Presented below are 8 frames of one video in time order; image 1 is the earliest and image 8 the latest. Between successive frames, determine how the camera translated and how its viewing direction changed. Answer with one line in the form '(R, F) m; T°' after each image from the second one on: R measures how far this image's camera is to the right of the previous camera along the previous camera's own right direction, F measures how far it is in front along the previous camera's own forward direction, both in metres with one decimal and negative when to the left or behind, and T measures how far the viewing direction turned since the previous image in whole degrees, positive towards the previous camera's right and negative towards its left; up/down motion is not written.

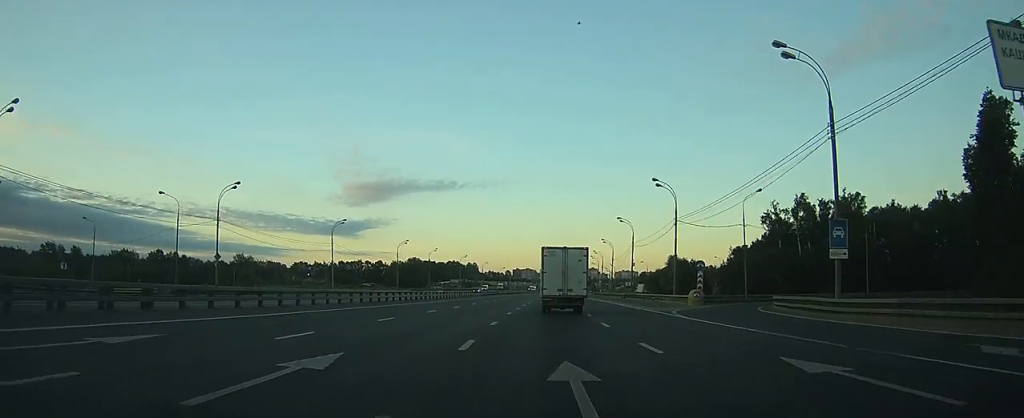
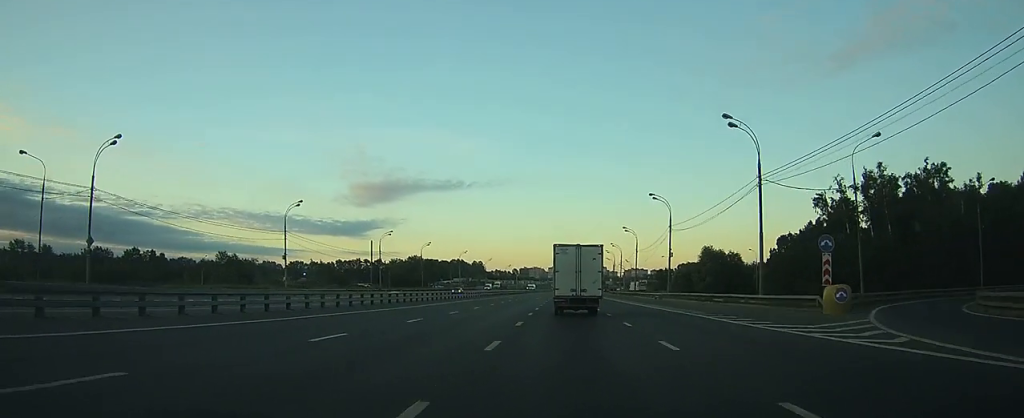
(0.0, +23.2) m; -1°
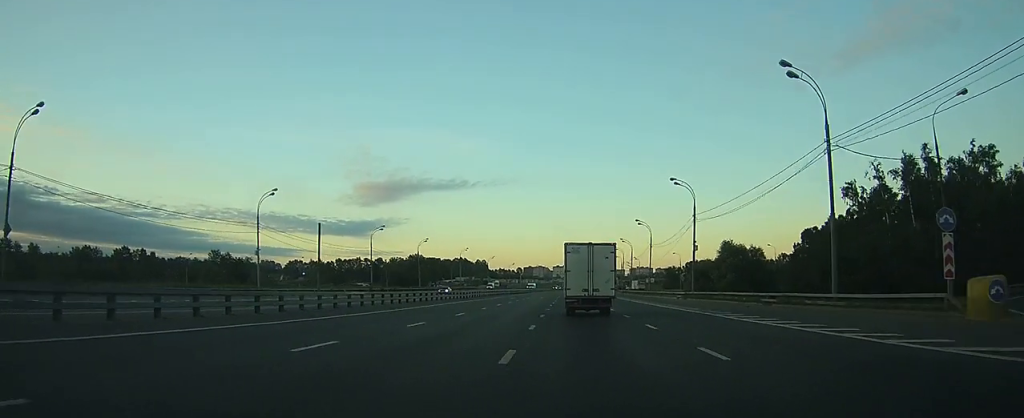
(-0.1, +9.9) m; -1°
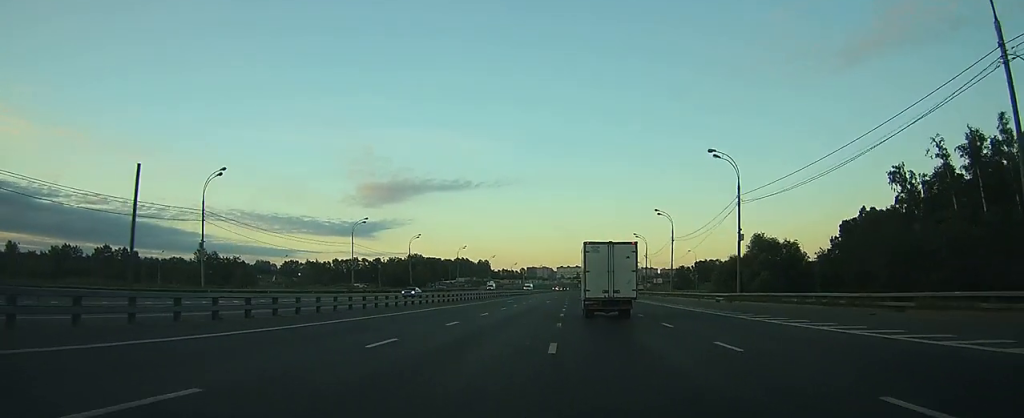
(-0.1, +14.0) m; -1°
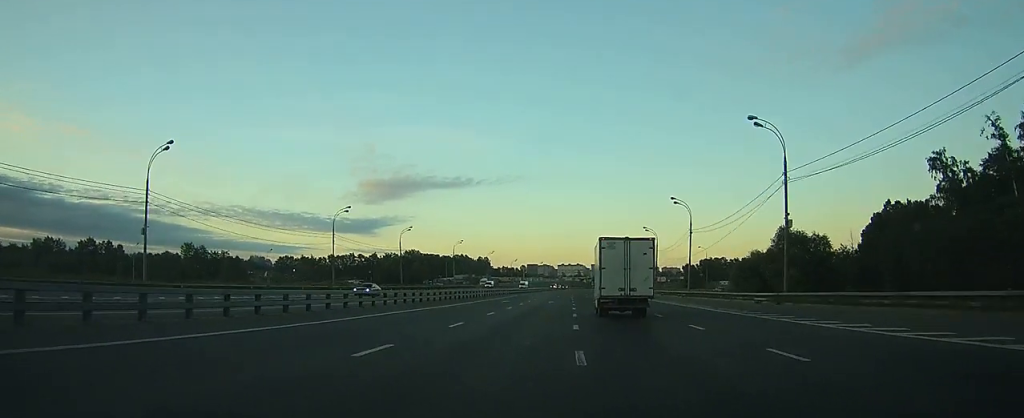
(-0.1, +10.2) m; 0°
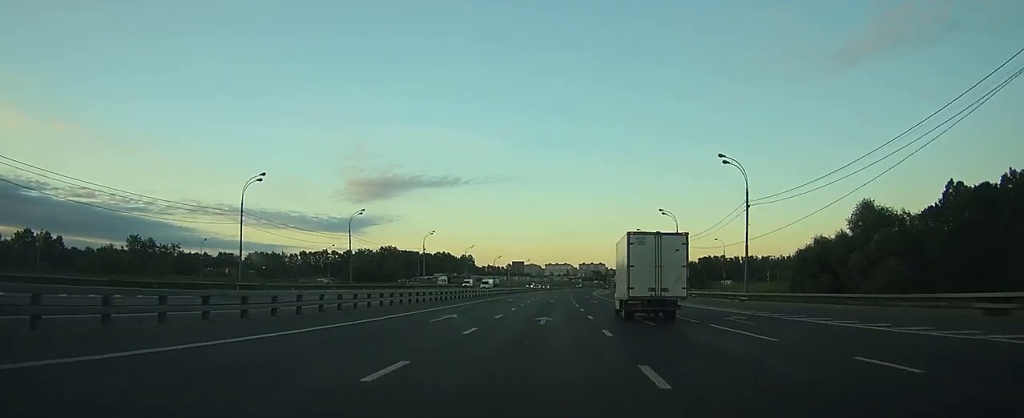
(0.0, +26.0) m; +1°
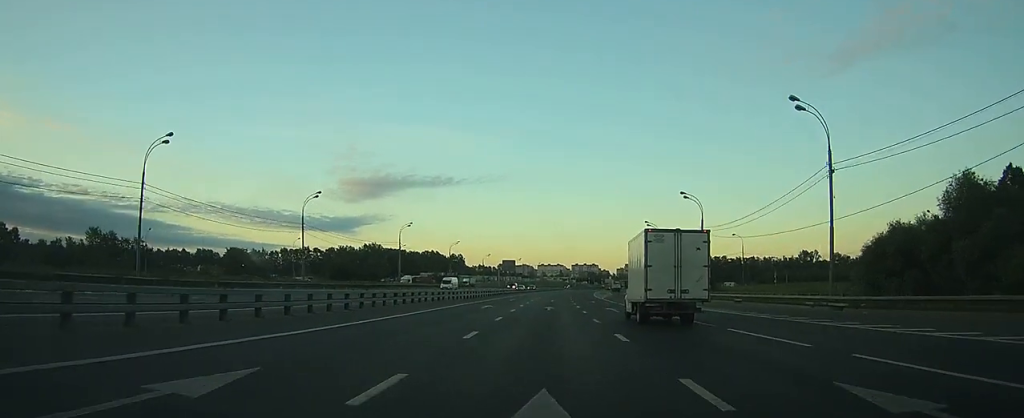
(+0.2, +17.4) m; +1°
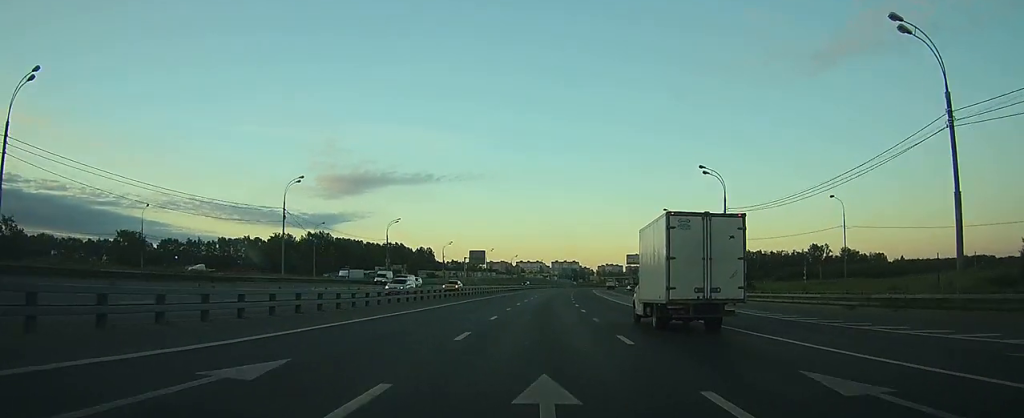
(+1.1, +48.7) m; +2°
